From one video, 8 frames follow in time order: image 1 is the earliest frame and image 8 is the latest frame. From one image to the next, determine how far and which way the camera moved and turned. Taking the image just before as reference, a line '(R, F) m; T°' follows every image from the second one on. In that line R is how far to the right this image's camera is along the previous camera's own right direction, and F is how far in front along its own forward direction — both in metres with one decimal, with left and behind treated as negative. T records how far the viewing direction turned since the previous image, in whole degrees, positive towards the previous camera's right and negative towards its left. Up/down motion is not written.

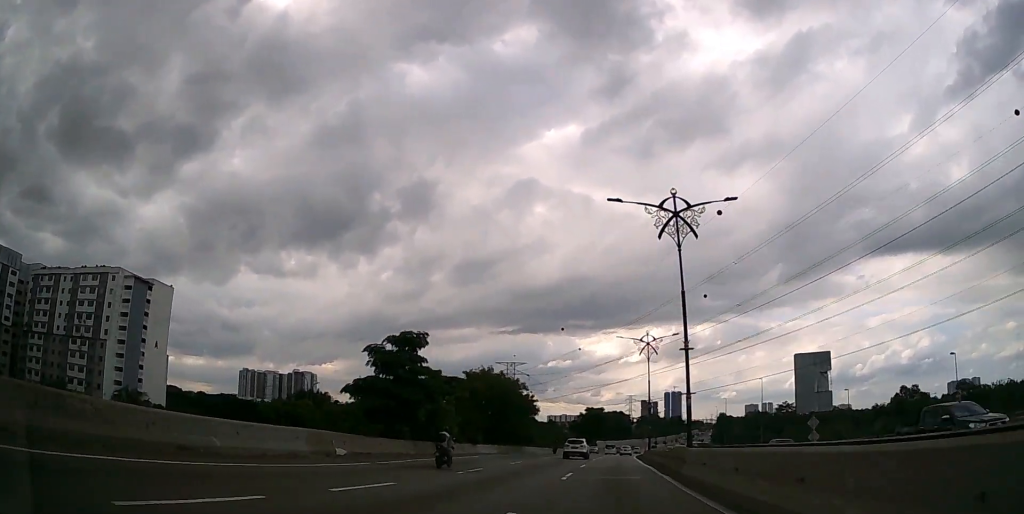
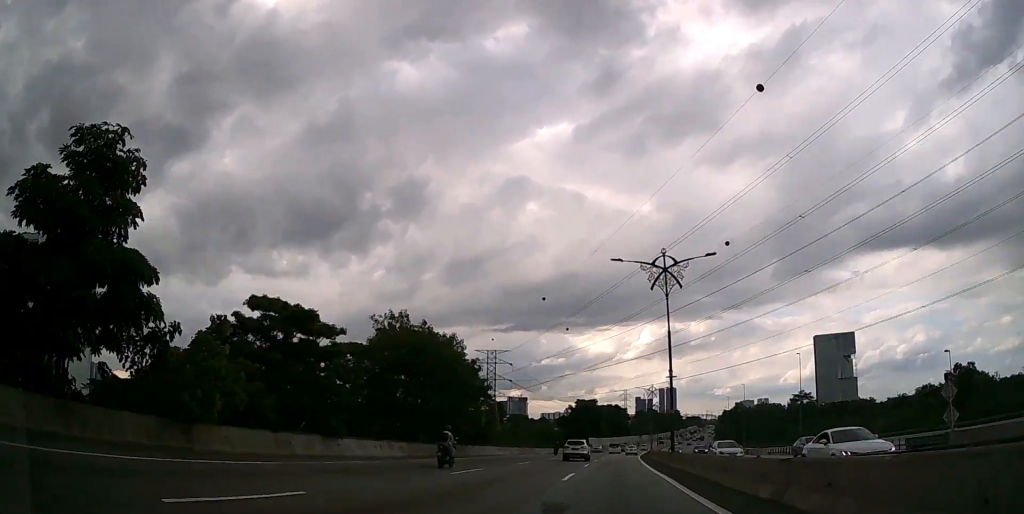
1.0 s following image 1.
(0.0, +23.8) m; 0°
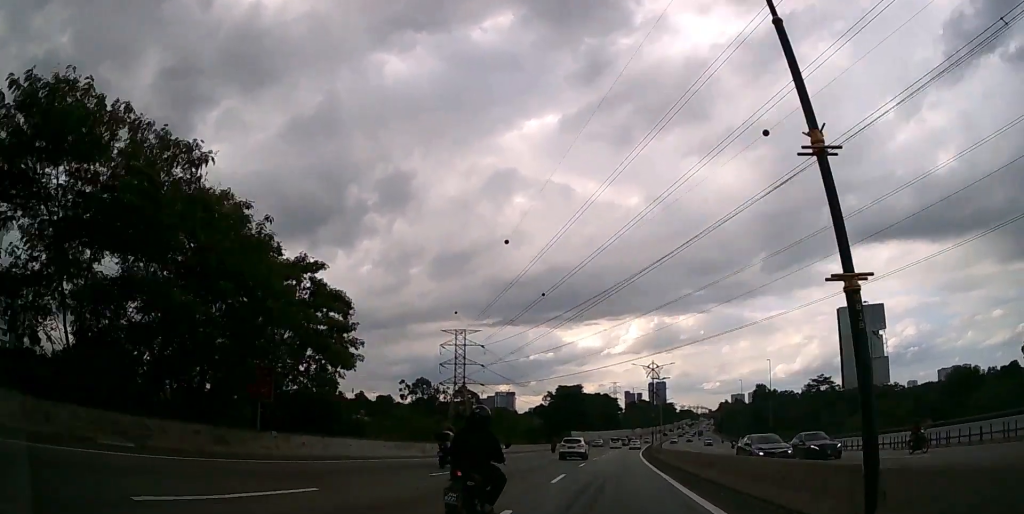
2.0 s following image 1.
(+0.1, +26.0) m; +1°
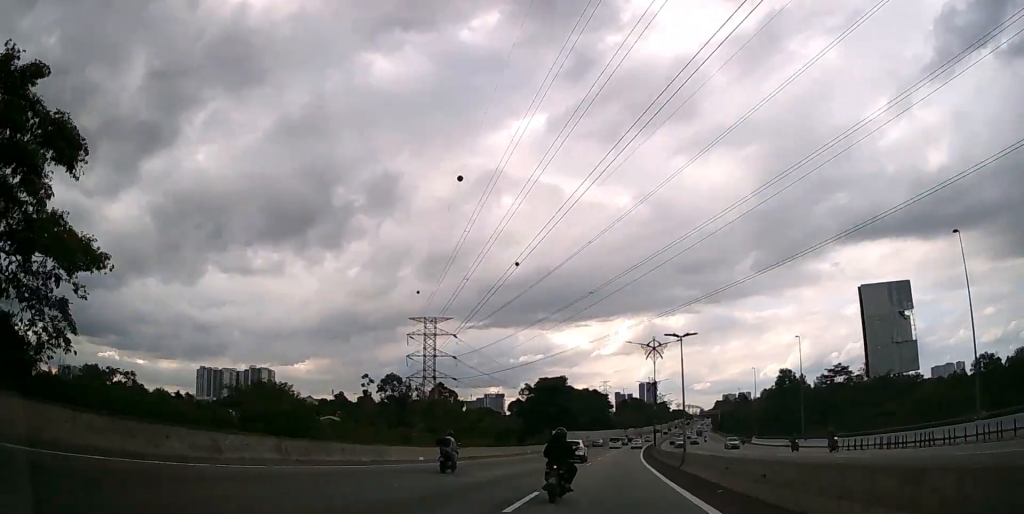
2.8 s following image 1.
(+0.1, +17.7) m; +1°
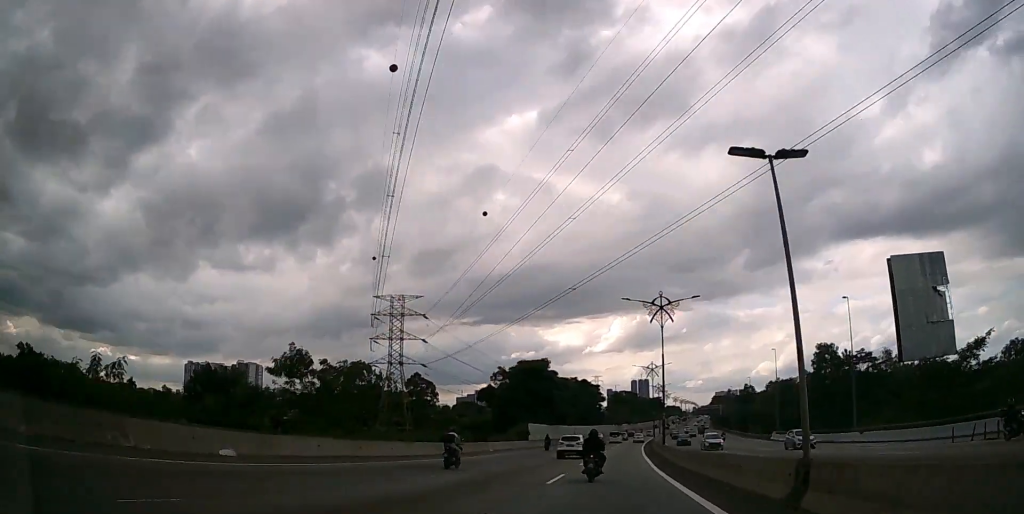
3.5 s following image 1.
(+0.1, +17.6) m; +1°
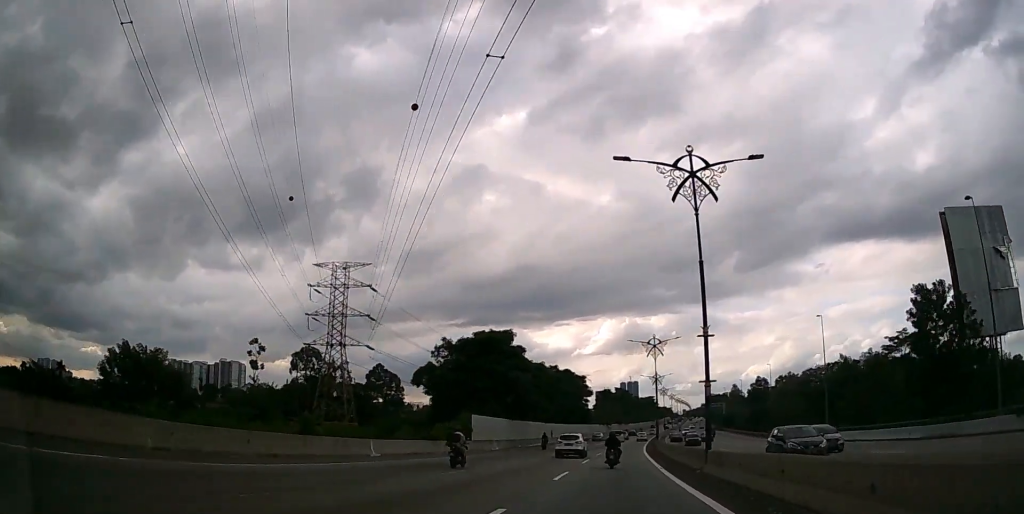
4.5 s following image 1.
(+0.2, +23.2) m; +1°
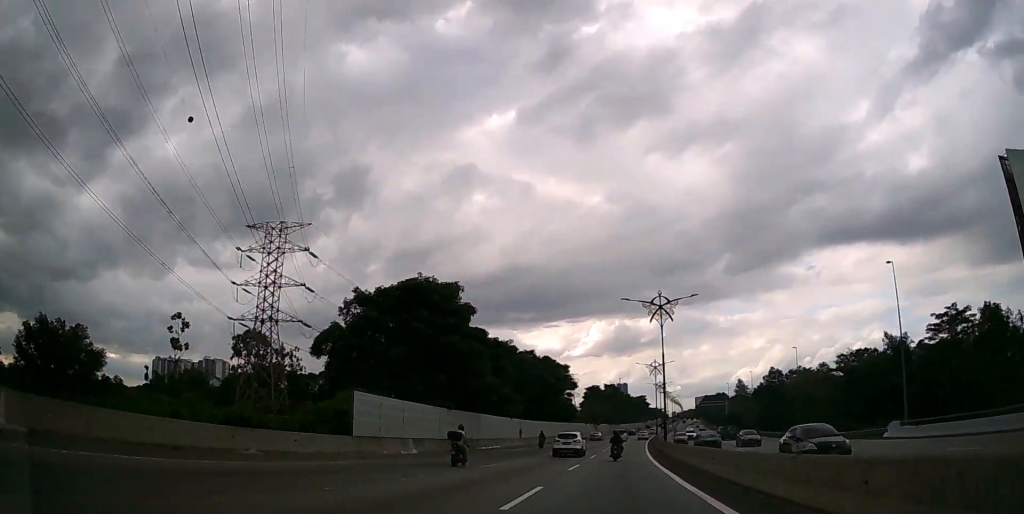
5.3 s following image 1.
(+0.2, +19.4) m; +1°
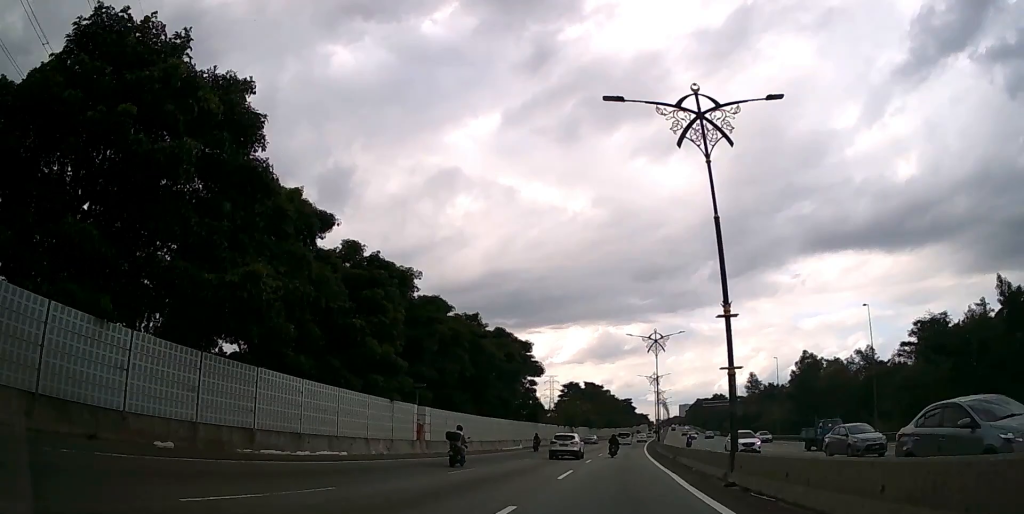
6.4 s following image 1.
(+0.5, +27.8) m; +2°
